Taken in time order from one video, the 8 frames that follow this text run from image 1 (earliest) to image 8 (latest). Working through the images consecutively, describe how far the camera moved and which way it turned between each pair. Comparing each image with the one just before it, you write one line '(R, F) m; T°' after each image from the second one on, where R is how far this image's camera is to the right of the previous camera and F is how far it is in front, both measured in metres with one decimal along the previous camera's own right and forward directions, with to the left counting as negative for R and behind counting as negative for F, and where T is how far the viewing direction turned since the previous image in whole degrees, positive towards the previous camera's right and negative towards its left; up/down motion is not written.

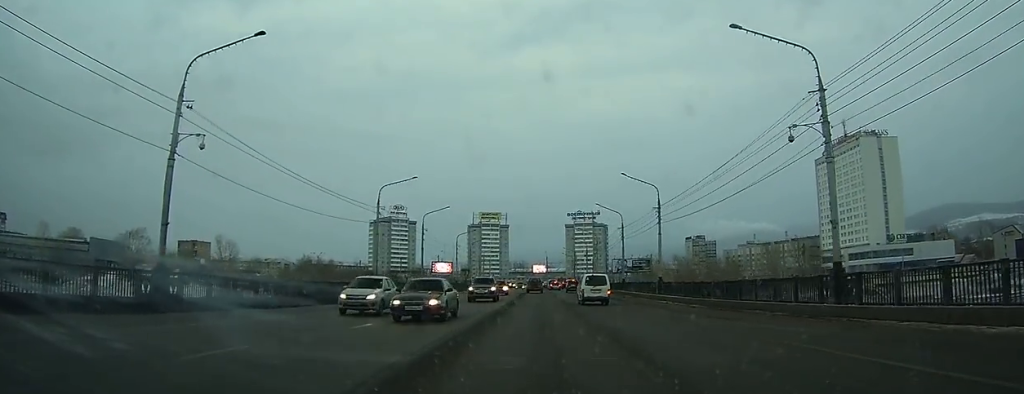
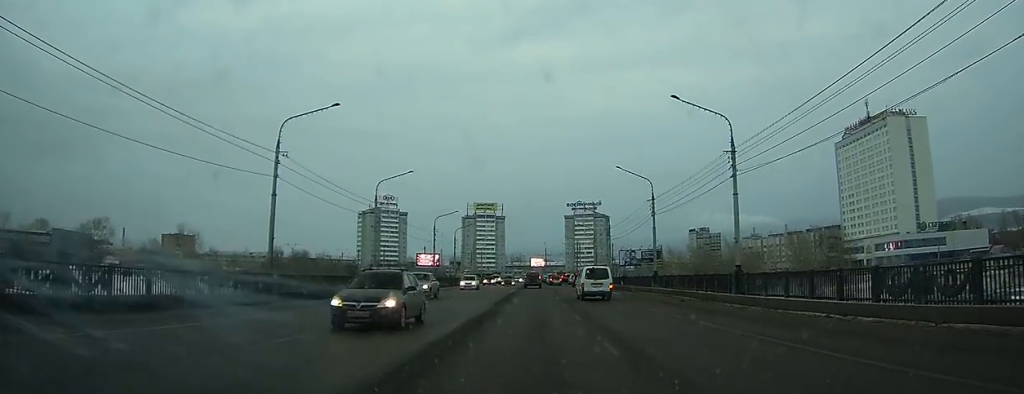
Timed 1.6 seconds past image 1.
(-0.2, +21.0) m; +1°
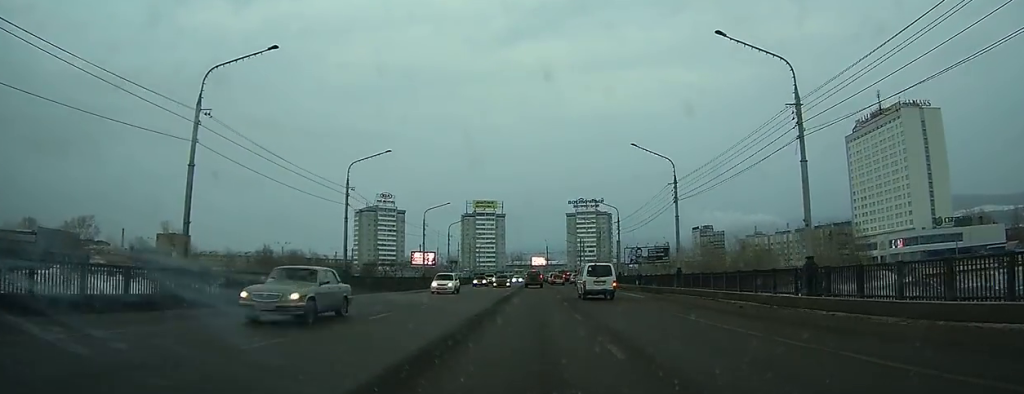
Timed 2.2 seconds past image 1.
(+0.1, +8.4) m; +1°
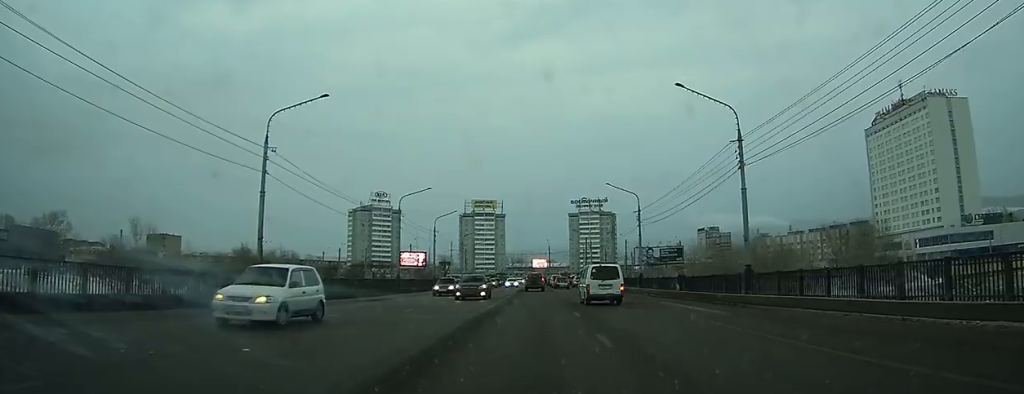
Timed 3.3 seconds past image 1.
(+0.2, +14.5) m; 0°
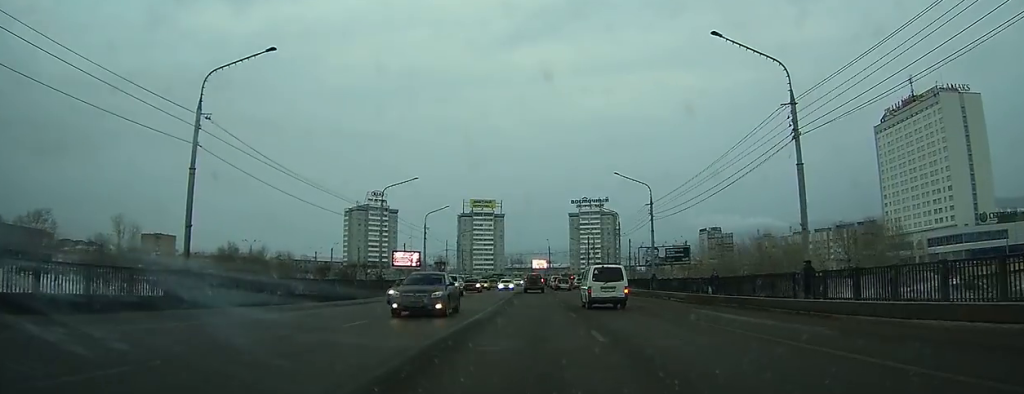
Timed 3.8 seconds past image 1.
(0.0, +7.0) m; 0°
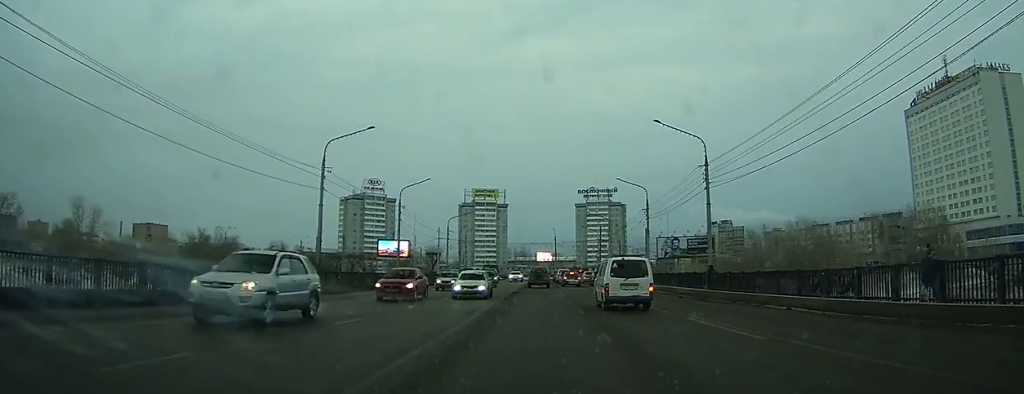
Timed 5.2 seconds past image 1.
(0.0, +16.9) m; 0°
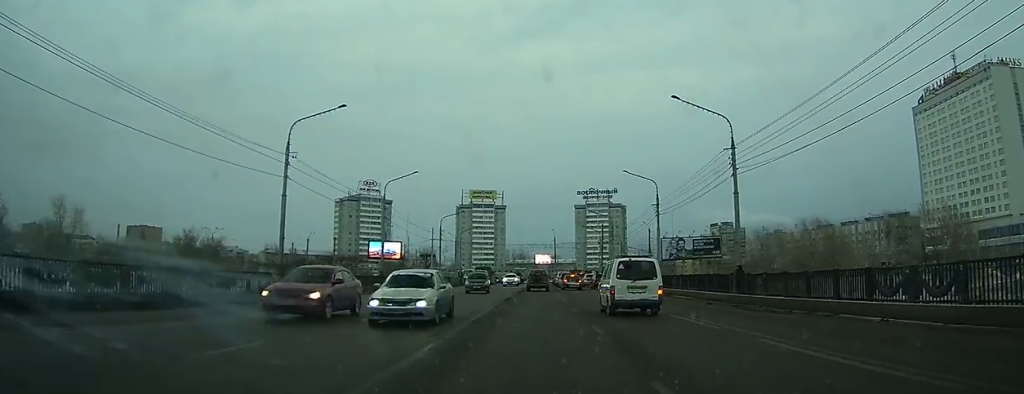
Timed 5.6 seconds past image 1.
(0.0, +5.8) m; 0°
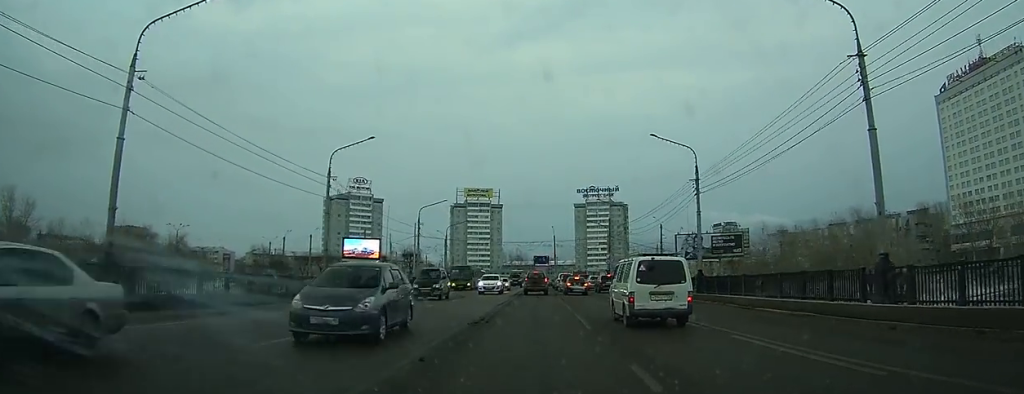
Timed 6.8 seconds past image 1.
(-0.2, +14.4) m; -1°
